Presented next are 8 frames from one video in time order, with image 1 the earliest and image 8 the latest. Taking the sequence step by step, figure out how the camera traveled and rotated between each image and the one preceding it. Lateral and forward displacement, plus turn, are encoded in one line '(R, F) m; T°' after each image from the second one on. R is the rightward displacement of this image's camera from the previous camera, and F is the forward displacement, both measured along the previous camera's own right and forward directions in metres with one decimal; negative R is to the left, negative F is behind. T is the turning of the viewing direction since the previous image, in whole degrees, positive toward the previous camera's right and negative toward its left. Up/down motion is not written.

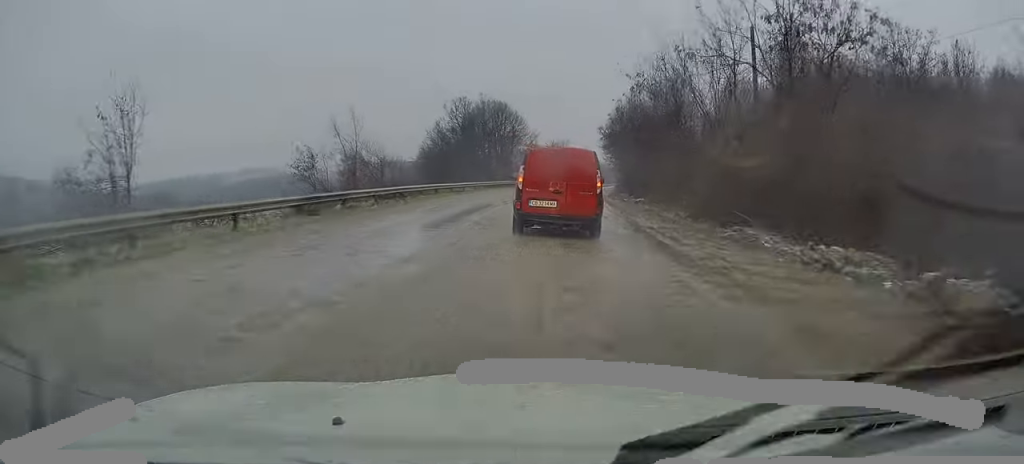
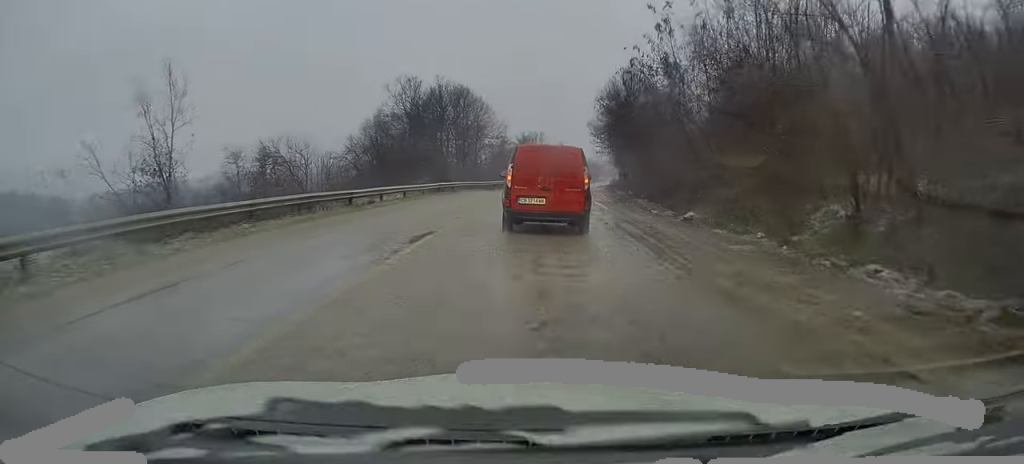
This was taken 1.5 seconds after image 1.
(+0.3, +17.5) m; +1°
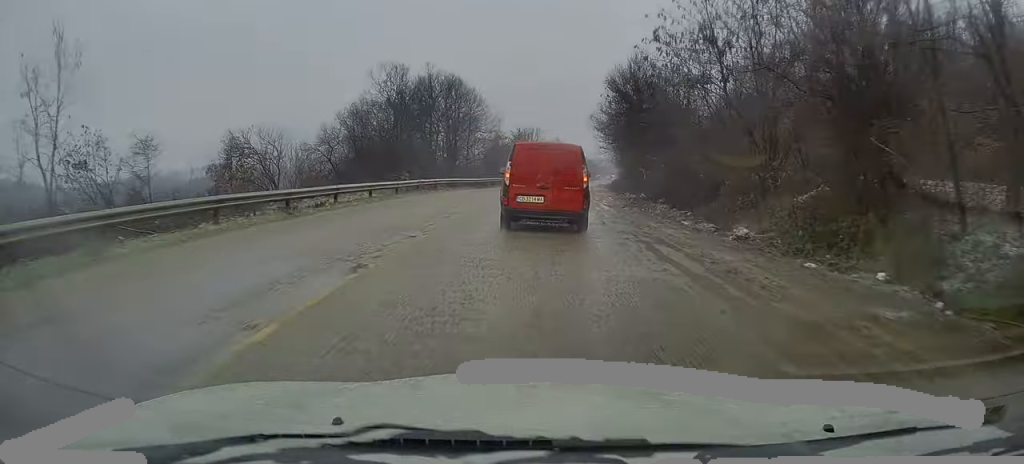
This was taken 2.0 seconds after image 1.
(0.0, +5.5) m; 0°
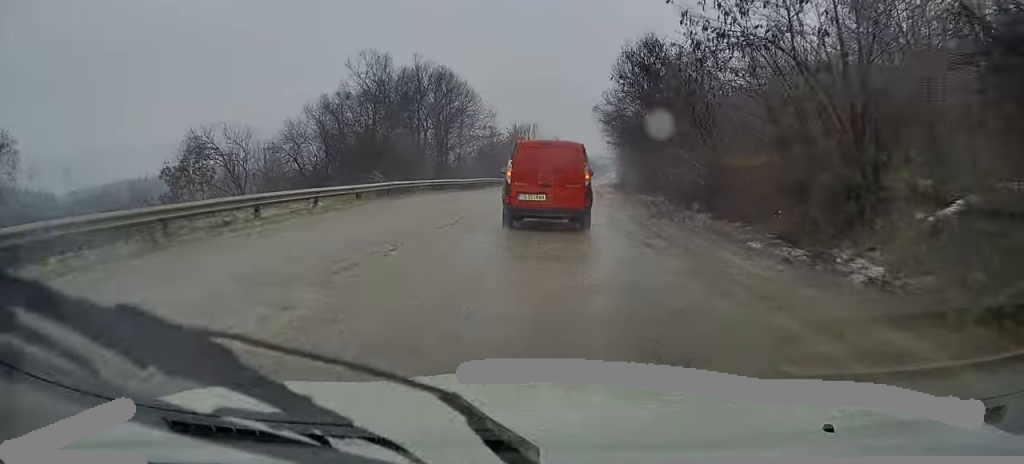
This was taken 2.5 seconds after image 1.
(0.0, +6.0) m; +1°
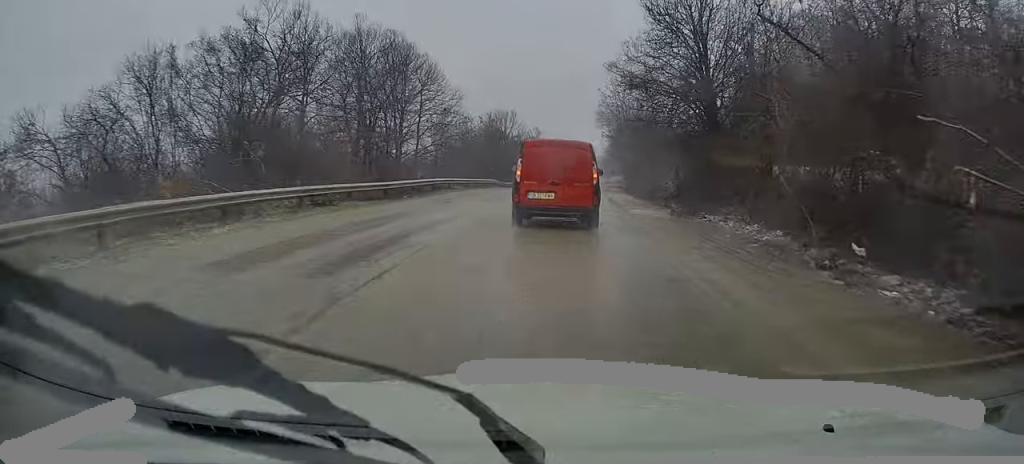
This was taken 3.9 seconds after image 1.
(+0.3, +17.3) m; +3°
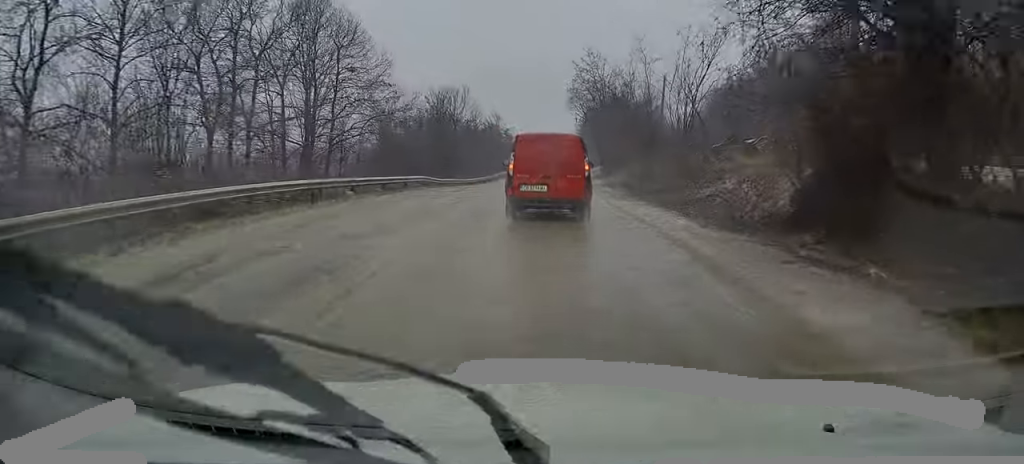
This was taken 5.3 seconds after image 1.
(+0.5, +17.3) m; +3°
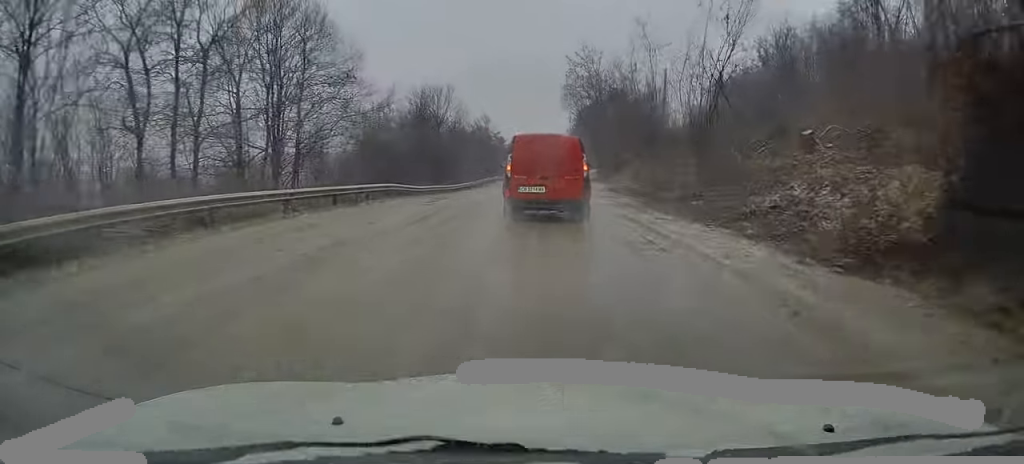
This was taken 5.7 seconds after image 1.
(+0.1, +5.4) m; 0°
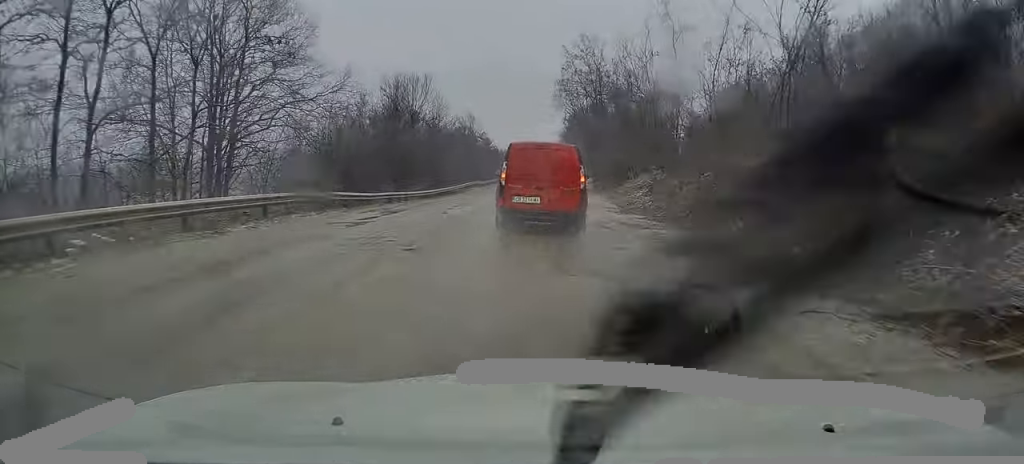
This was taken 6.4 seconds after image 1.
(+0.1, +8.3) m; 0°
